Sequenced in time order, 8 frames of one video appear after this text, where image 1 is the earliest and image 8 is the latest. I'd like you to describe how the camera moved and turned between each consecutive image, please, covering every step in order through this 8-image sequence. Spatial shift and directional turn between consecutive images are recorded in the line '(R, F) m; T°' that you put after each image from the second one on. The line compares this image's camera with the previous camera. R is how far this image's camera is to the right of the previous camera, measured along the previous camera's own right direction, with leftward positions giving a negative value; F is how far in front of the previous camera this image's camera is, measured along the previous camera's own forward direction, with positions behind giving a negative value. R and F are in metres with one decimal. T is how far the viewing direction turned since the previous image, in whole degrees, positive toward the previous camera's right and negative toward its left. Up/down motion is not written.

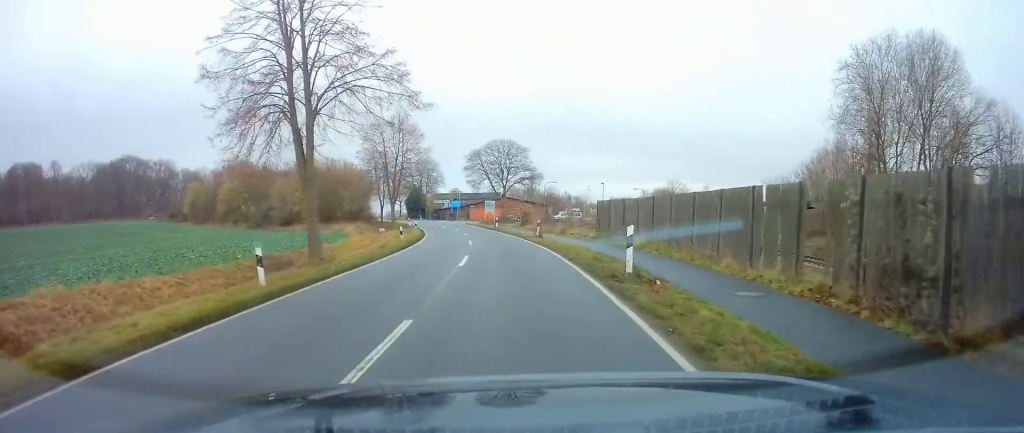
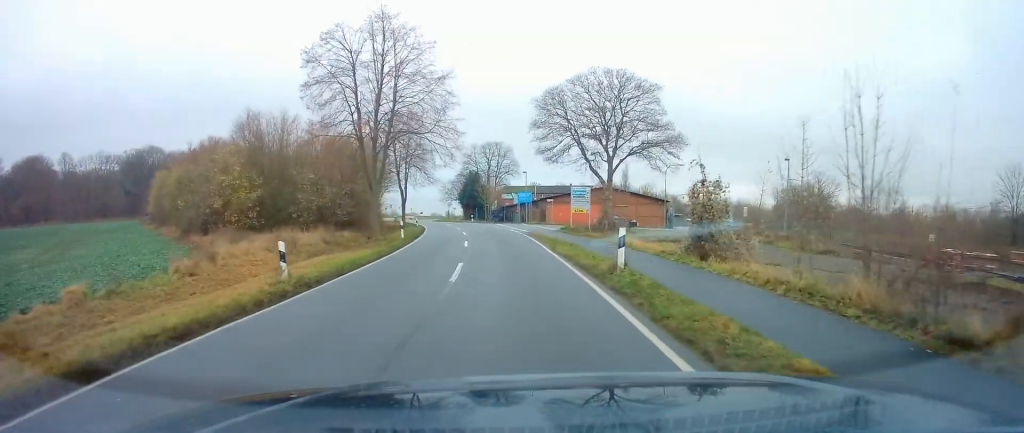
(-3.6, +39.5) m; -10°
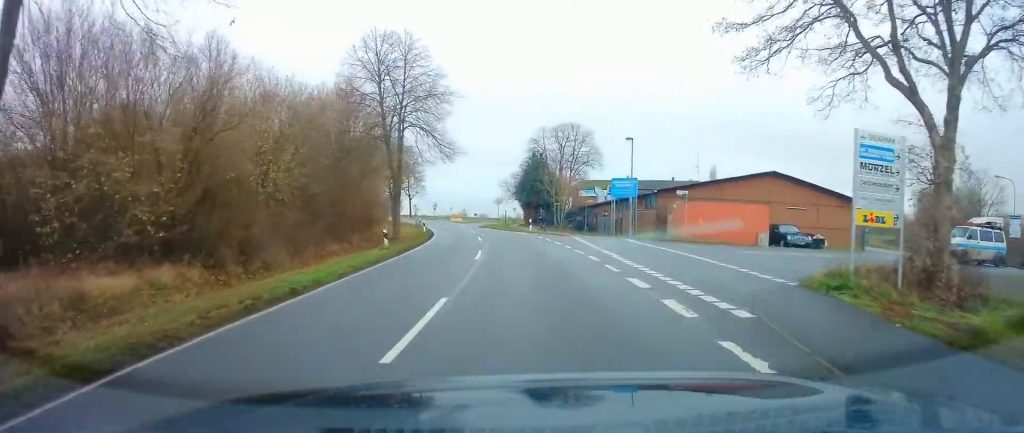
(-1.4, +30.5) m; -6°
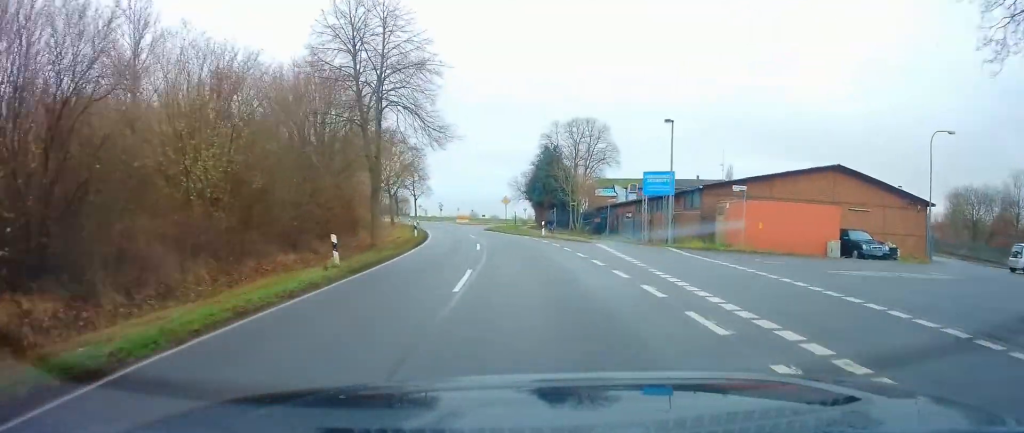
(0.0, +6.9) m; -2°
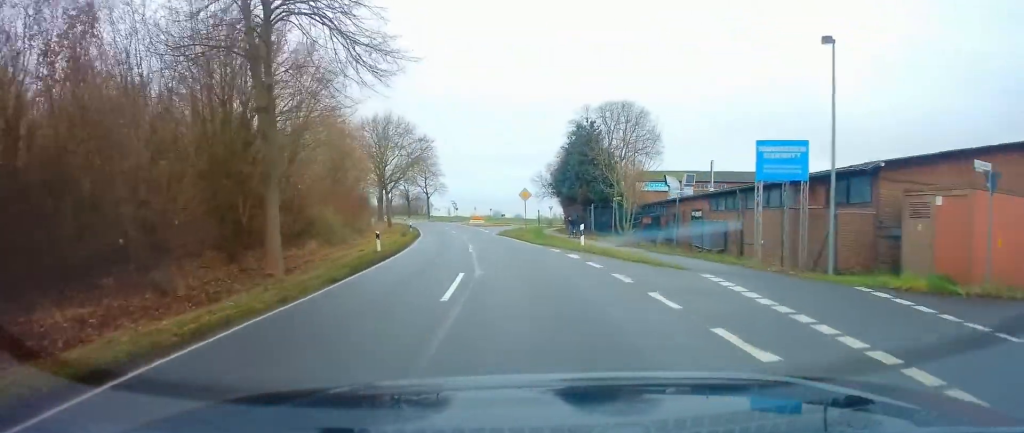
(-0.5, +13.1) m; -3°
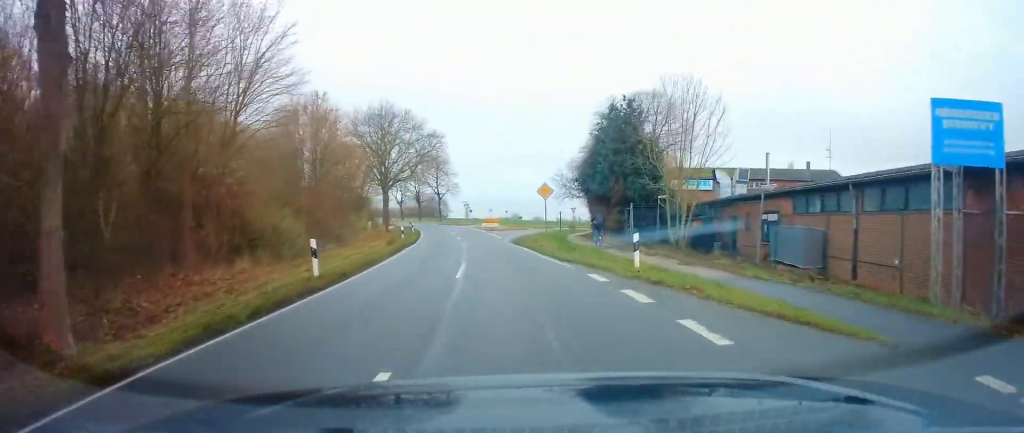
(-0.3, +8.2) m; -2°
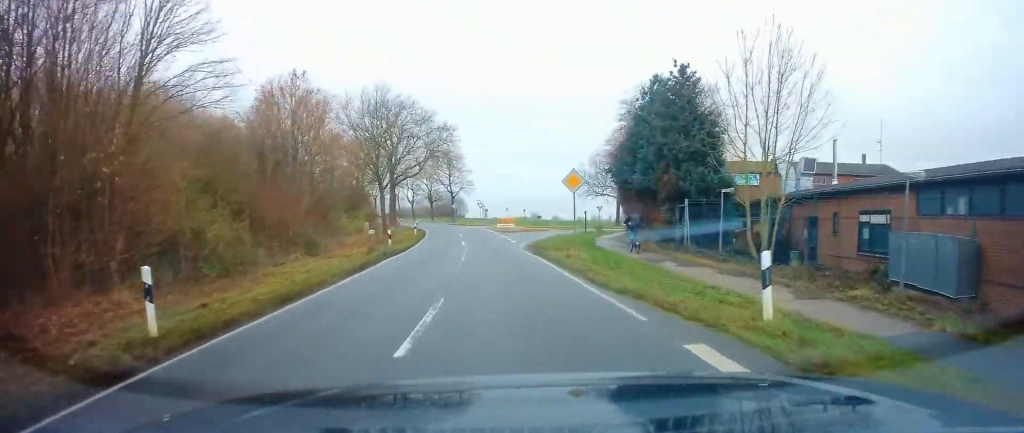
(0.0, +7.2) m; -2°
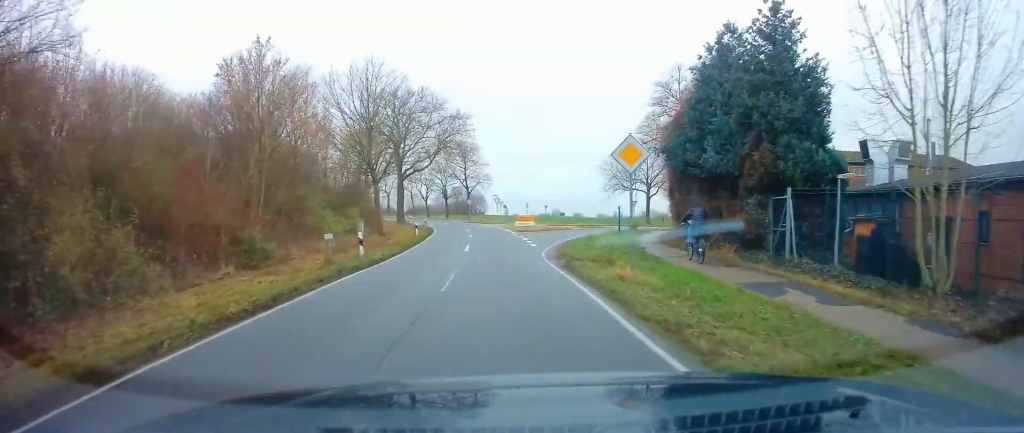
(+0.3, +7.5) m; -2°
